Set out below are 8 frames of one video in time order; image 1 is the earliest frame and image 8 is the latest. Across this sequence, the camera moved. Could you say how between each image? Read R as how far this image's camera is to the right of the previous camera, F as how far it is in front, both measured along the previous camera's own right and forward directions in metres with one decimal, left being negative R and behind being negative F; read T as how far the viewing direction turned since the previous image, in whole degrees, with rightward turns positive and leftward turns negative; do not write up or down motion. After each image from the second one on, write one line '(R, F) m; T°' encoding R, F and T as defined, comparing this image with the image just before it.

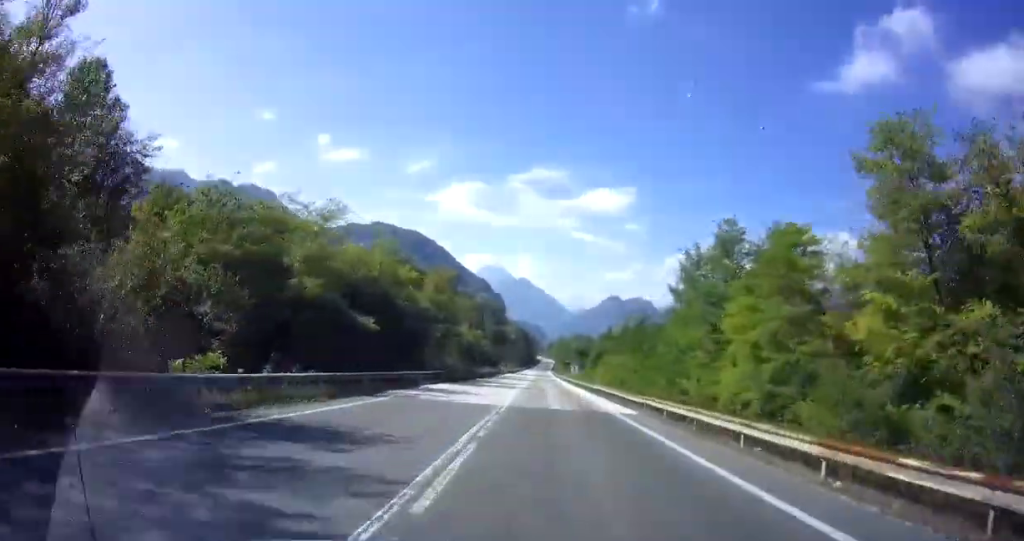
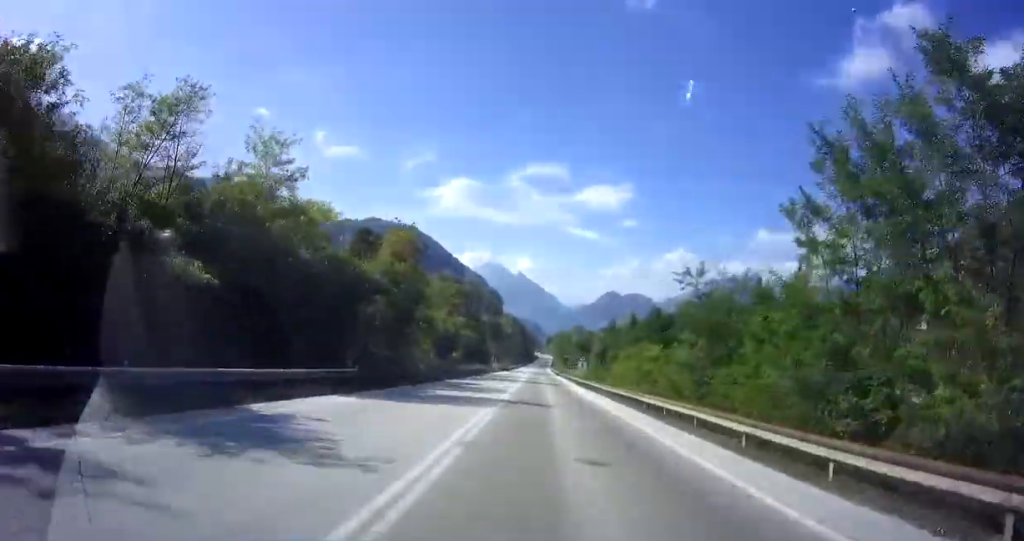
(0.0, +18.8) m; 0°
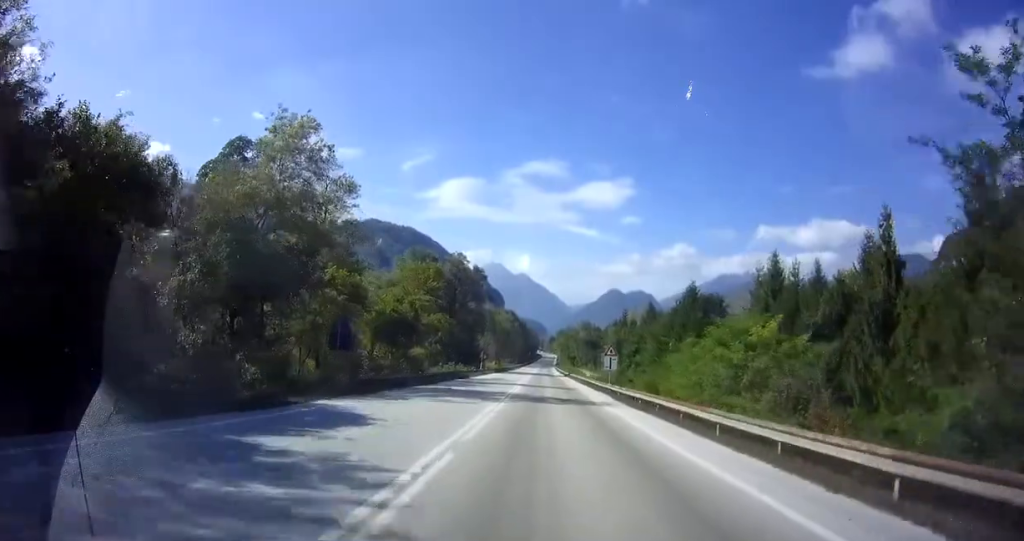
(0.0, +24.5) m; 0°
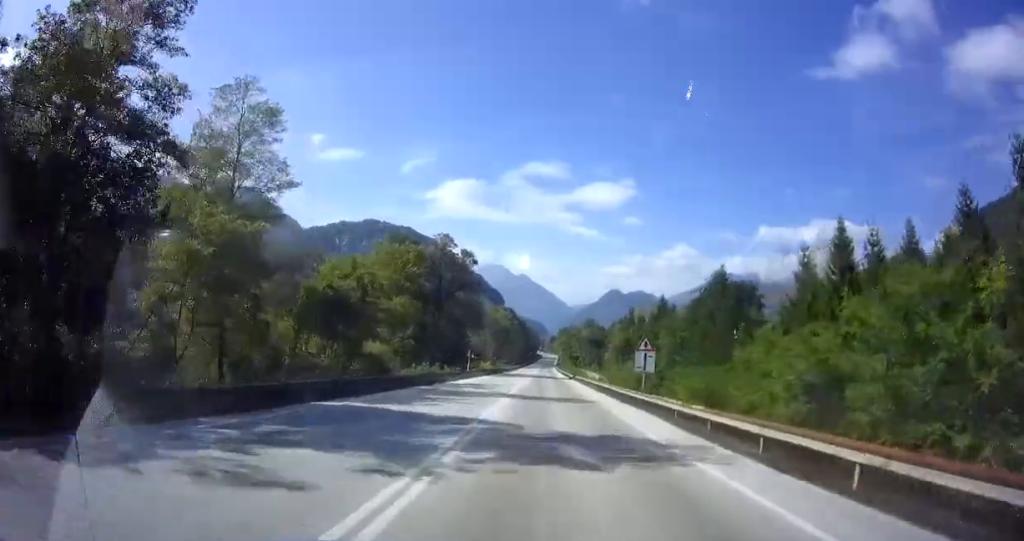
(0.0, +13.6) m; 0°
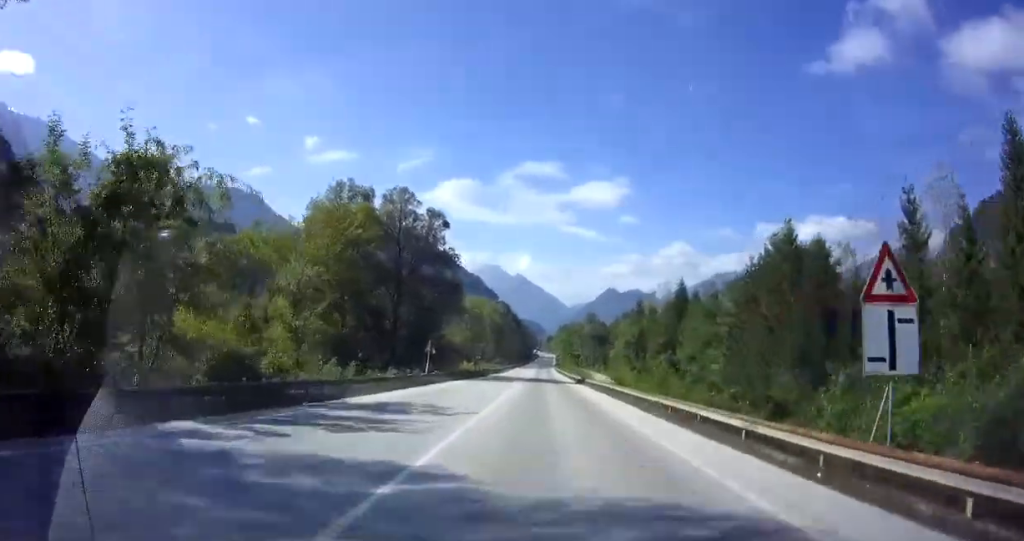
(+0.1, +20.7) m; +1°
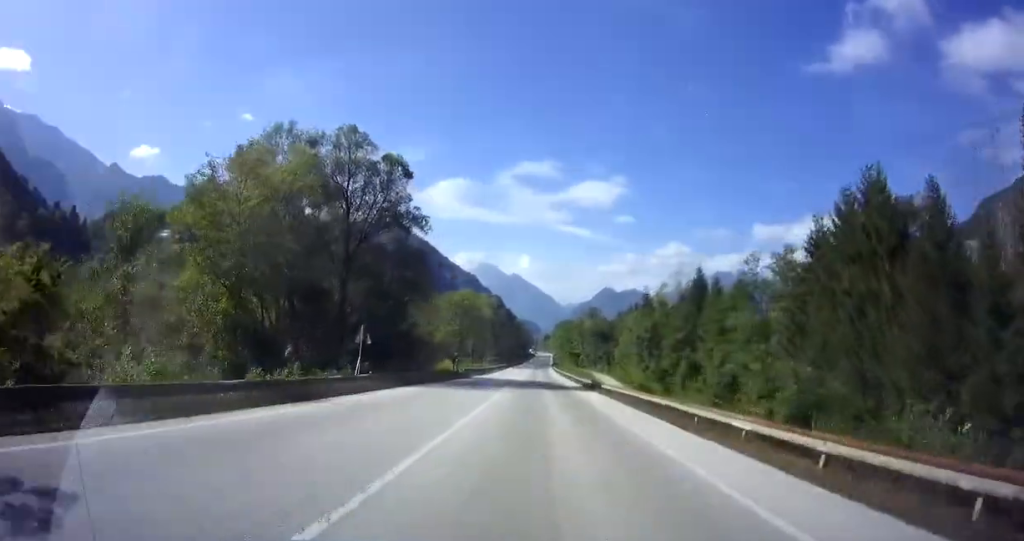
(+0.2, +14.9) m; 0°
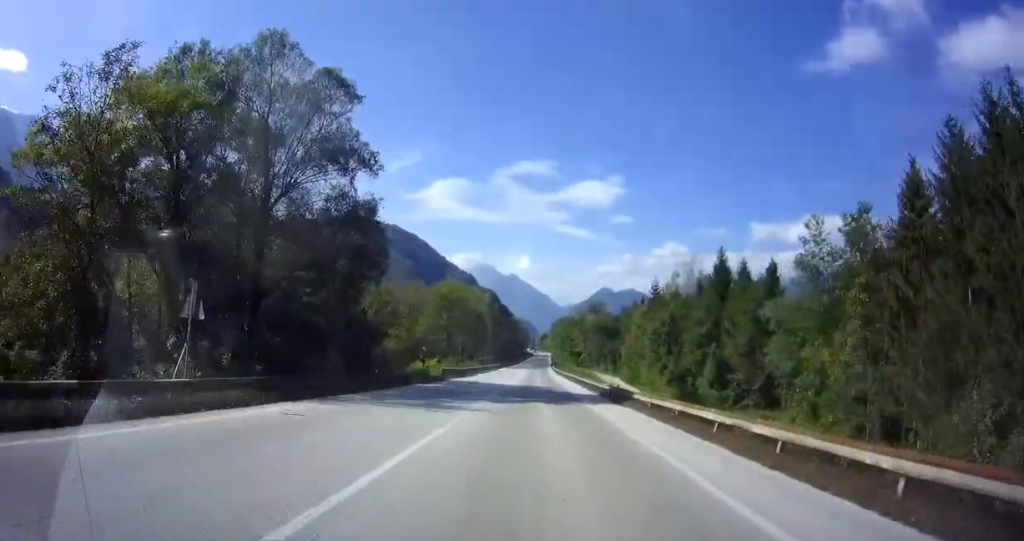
(0.0, +14.2) m; 0°
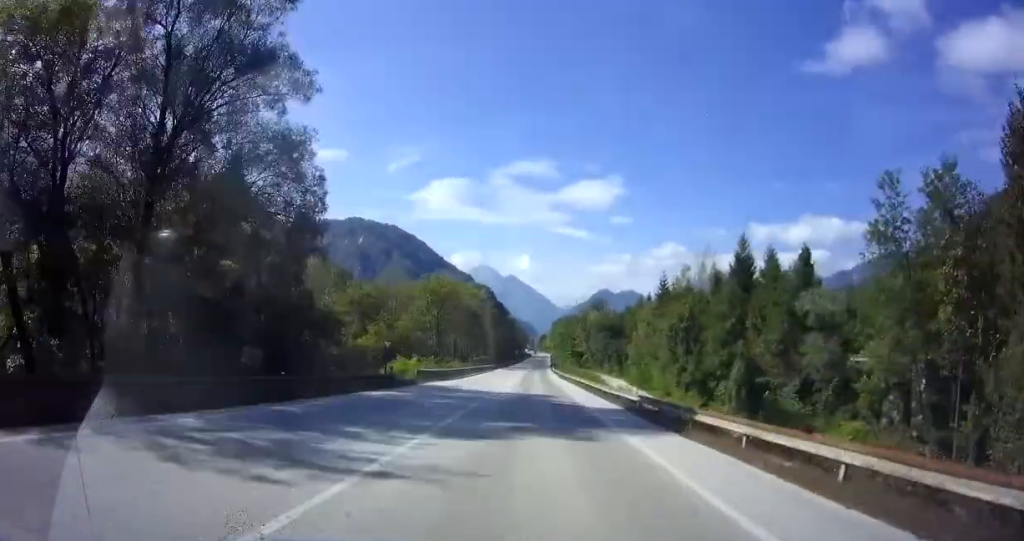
(-0.2, +9.9) m; 0°
